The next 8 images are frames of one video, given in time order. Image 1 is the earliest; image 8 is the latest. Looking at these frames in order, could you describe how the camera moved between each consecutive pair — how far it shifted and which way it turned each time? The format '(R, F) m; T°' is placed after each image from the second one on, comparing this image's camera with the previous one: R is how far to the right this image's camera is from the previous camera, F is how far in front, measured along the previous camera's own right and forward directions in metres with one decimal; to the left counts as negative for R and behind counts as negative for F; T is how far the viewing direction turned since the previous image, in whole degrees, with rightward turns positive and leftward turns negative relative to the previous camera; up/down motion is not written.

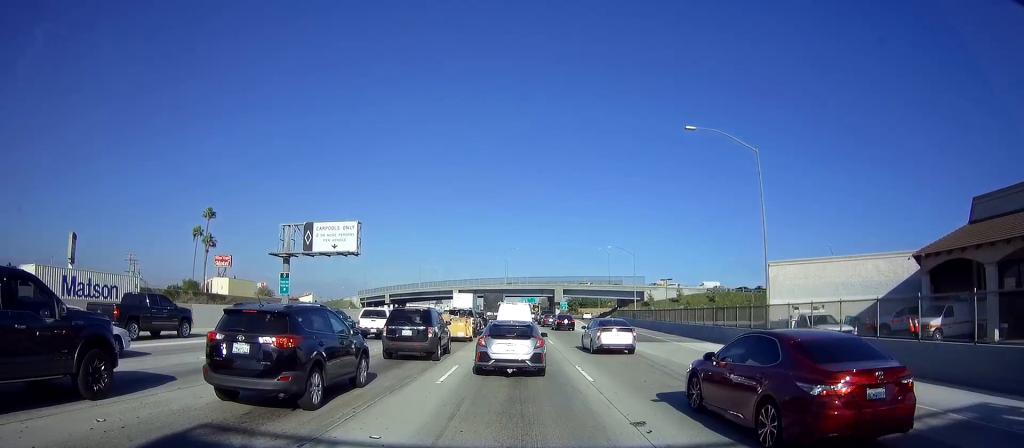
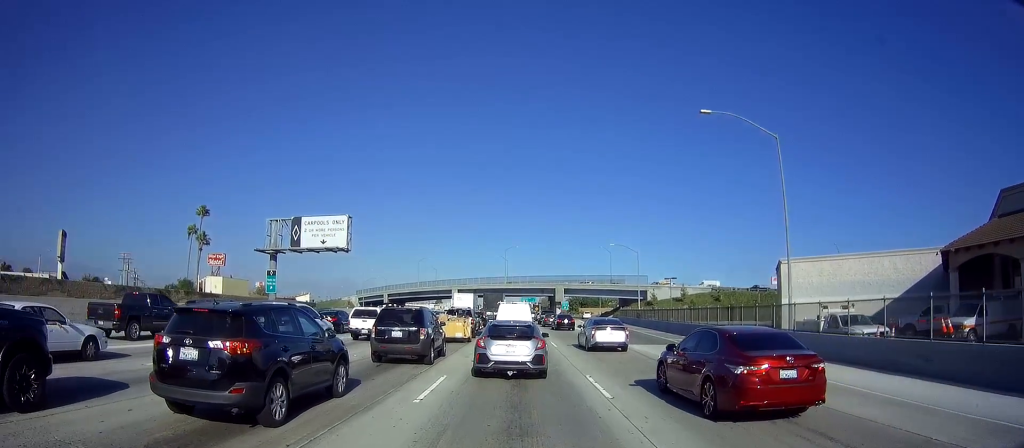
(0.0, +2.7) m; -1°
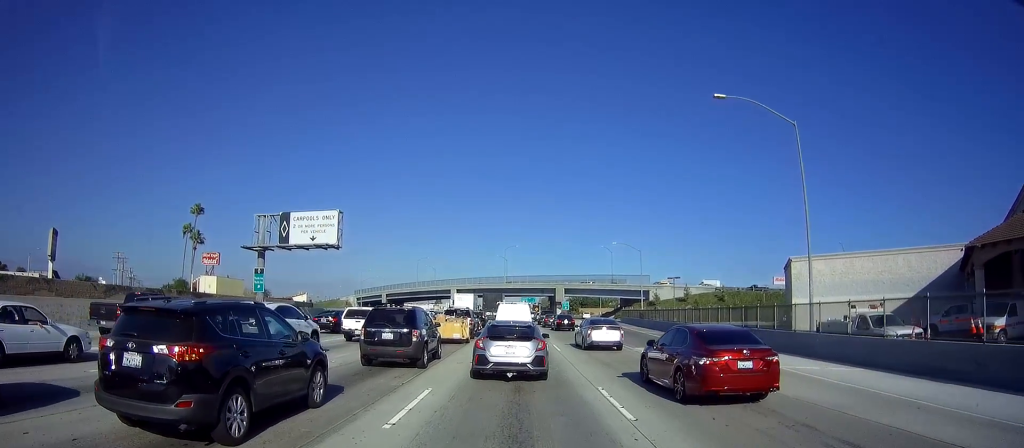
(0.0, +2.2) m; -1°
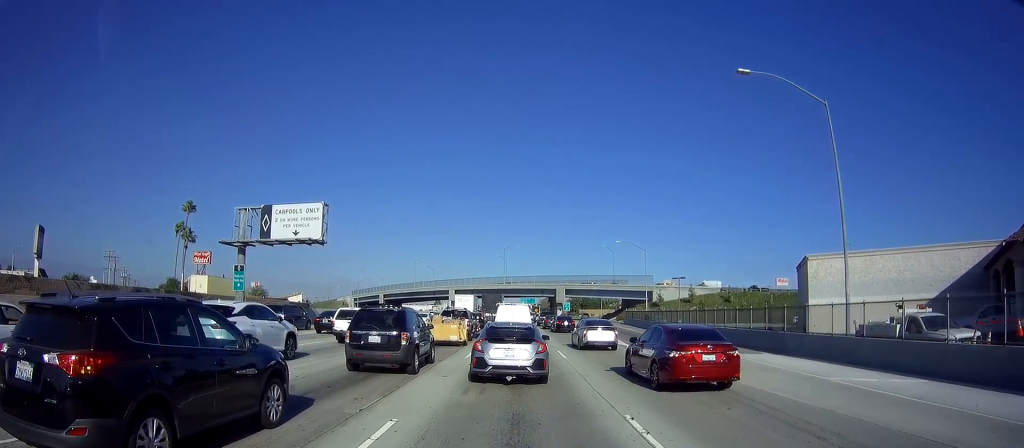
(-0.1, +3.2) m; -1°
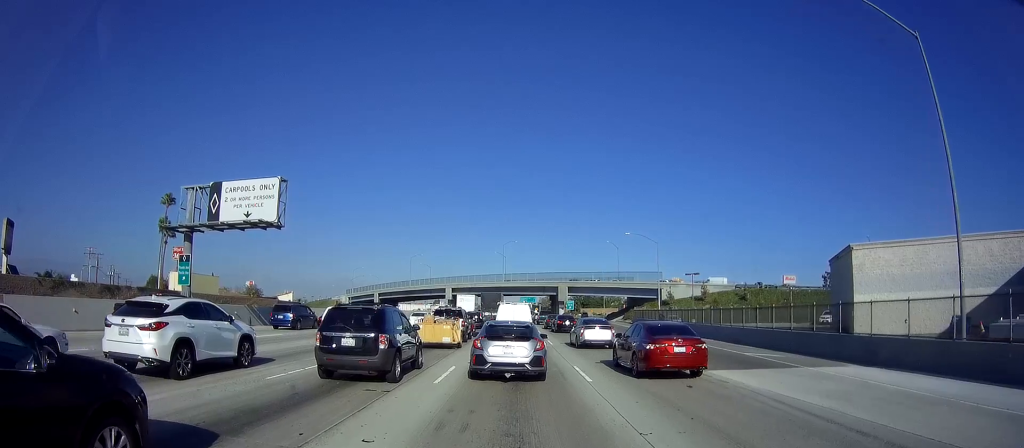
(0.0, +6.8) m; 0°
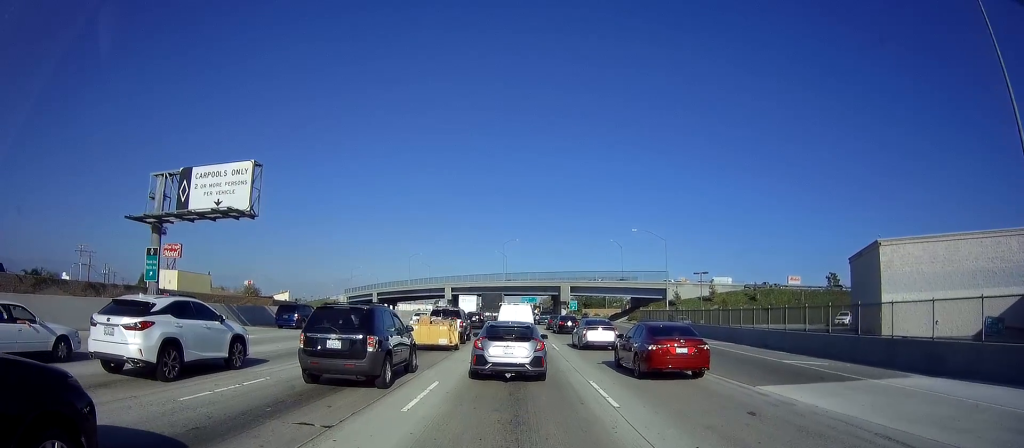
(0.0, +3.3) m; 0°
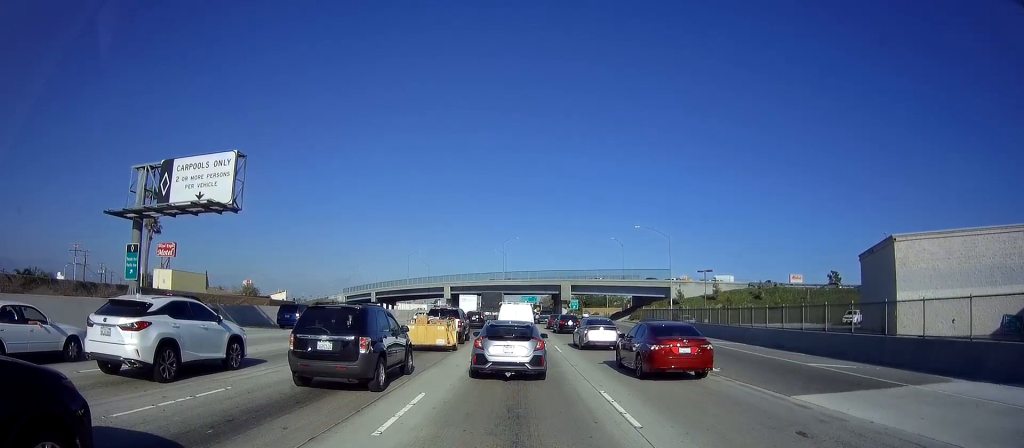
(+0.1, +1.7) m; -1°
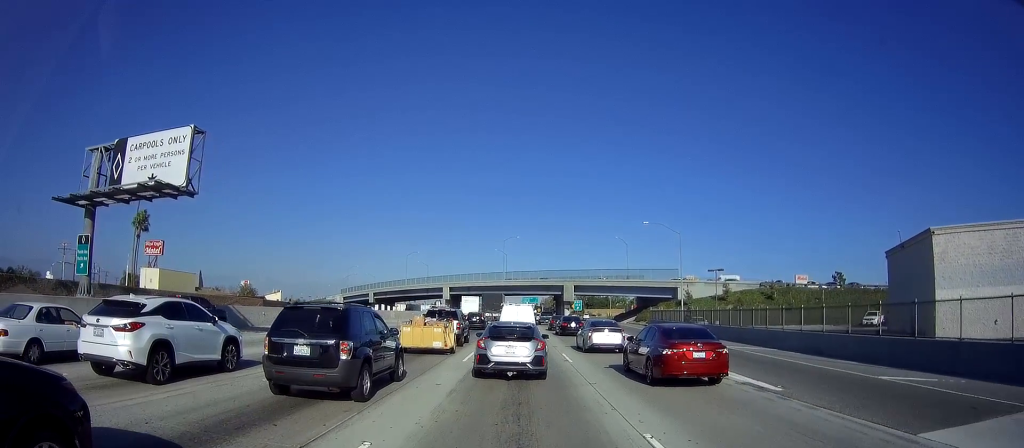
(-0.2, +3.9) m; -2°
